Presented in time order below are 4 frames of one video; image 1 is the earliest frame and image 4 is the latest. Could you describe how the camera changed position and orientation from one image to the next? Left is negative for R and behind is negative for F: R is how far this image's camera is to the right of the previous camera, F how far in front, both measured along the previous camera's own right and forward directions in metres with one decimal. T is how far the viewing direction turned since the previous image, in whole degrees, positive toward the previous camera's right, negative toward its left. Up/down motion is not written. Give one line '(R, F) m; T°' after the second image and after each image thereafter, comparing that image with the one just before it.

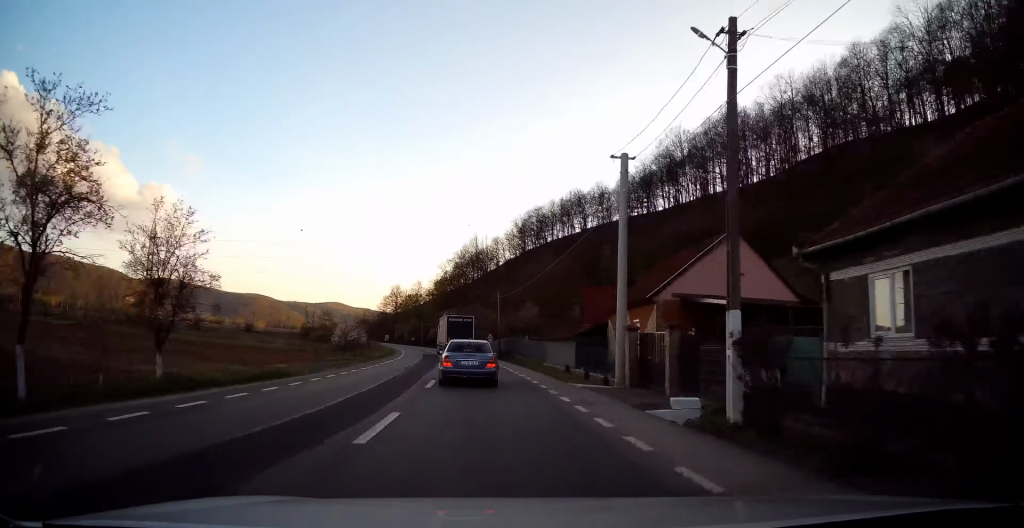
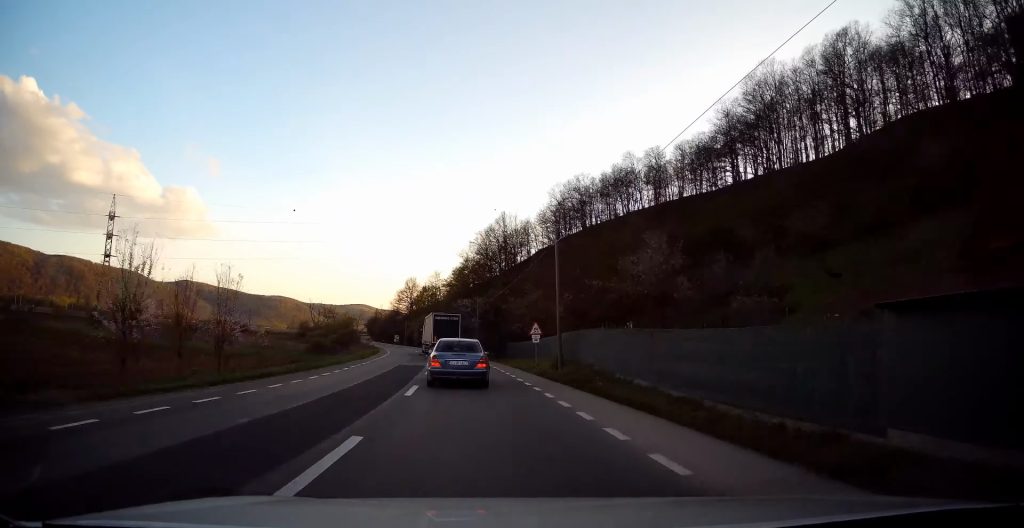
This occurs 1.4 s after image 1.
(-1.0, +29.6) m; -4°
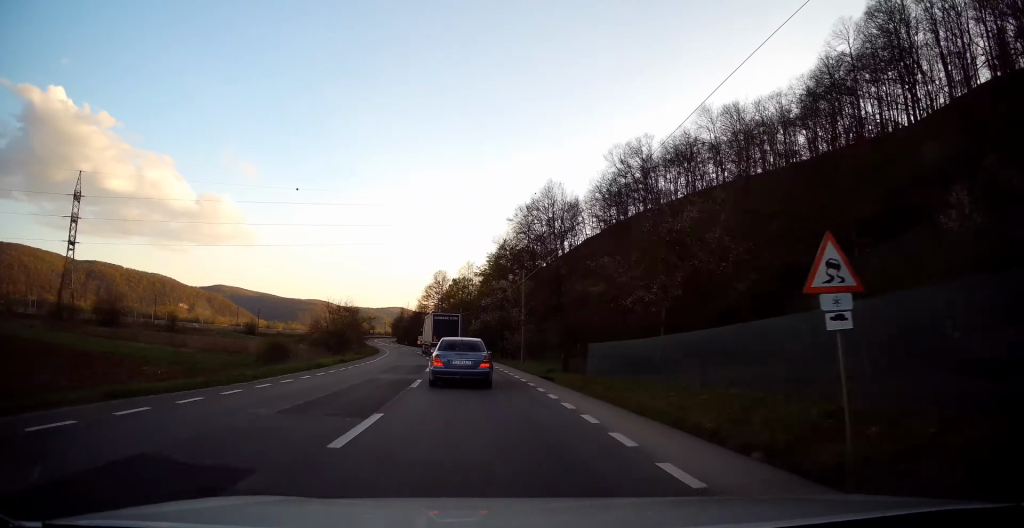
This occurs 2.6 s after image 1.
(-0.7, +24.8) m; -4°
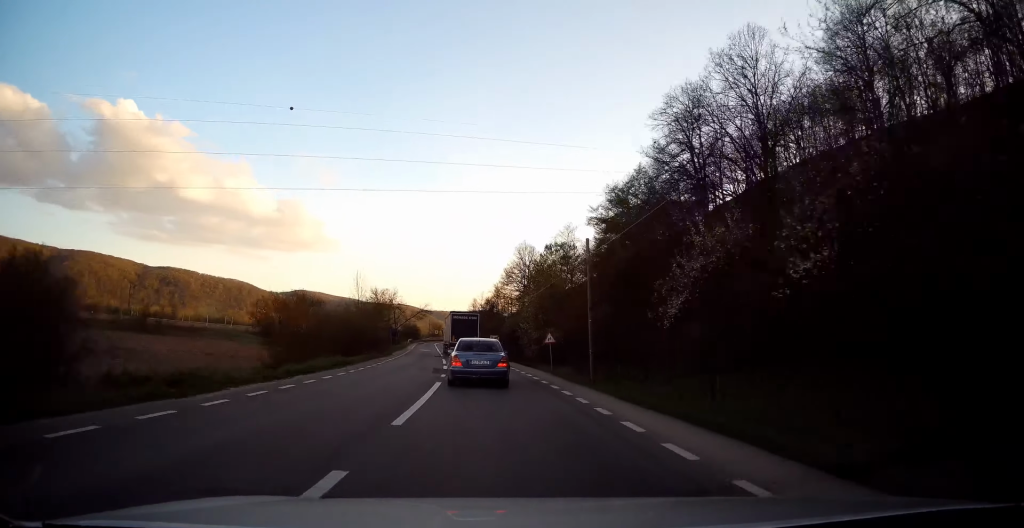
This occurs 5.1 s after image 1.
(-3.7, +49.1) m; -9°
